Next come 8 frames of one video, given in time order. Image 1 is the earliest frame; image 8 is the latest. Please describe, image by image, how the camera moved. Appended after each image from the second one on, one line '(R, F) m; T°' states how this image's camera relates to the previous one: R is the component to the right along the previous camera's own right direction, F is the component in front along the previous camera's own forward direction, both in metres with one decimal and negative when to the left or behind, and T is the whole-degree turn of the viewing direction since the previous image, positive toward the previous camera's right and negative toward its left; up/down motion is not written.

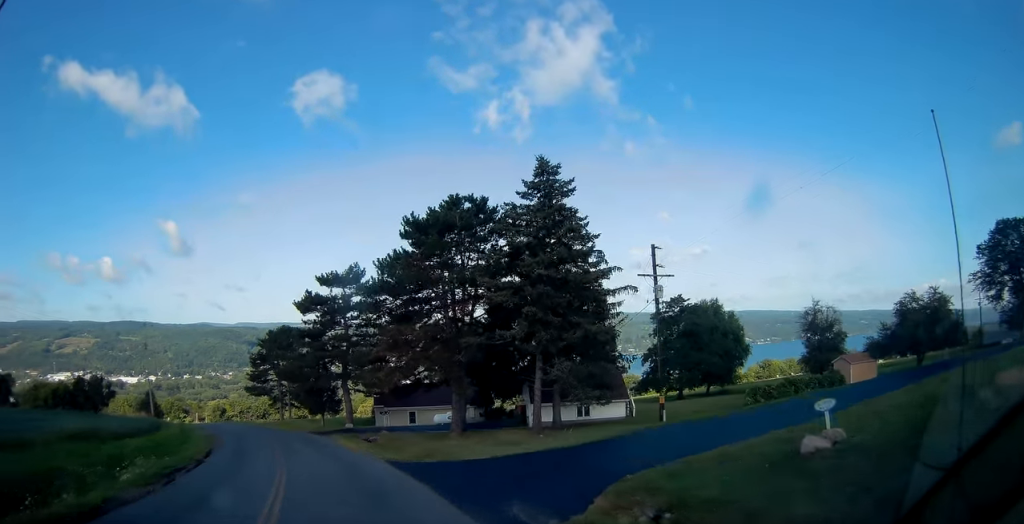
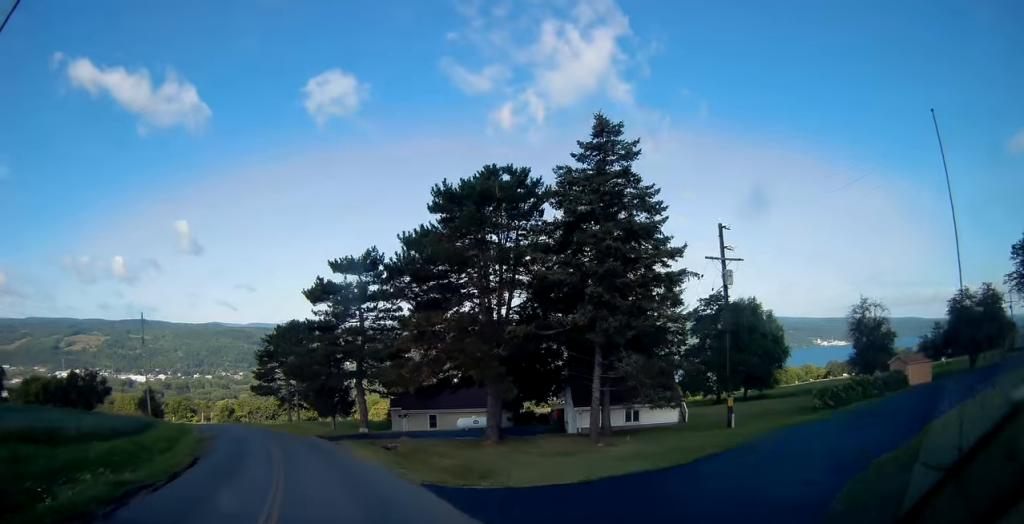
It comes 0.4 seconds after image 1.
(-0.1, +5.1) m; 0°
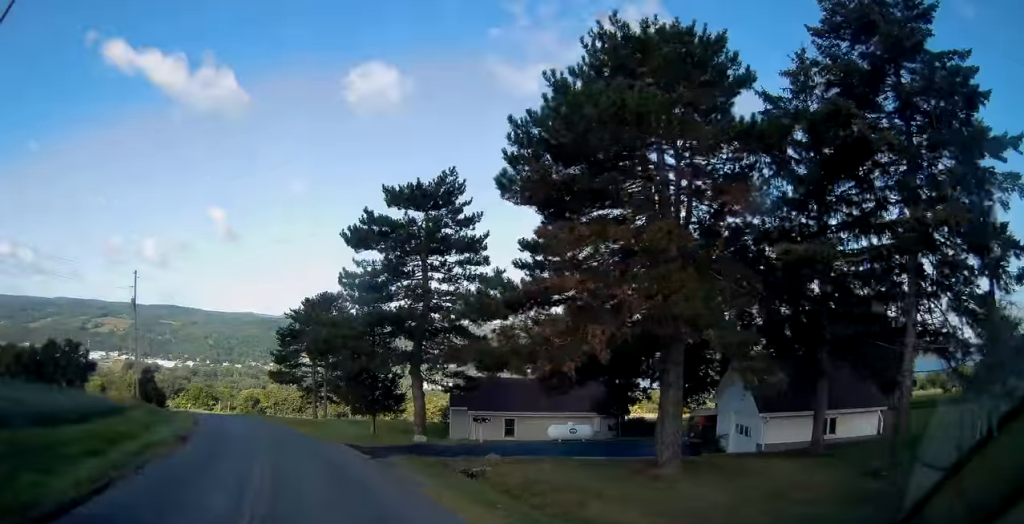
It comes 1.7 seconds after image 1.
(+0.1, +13.9) m; +4°
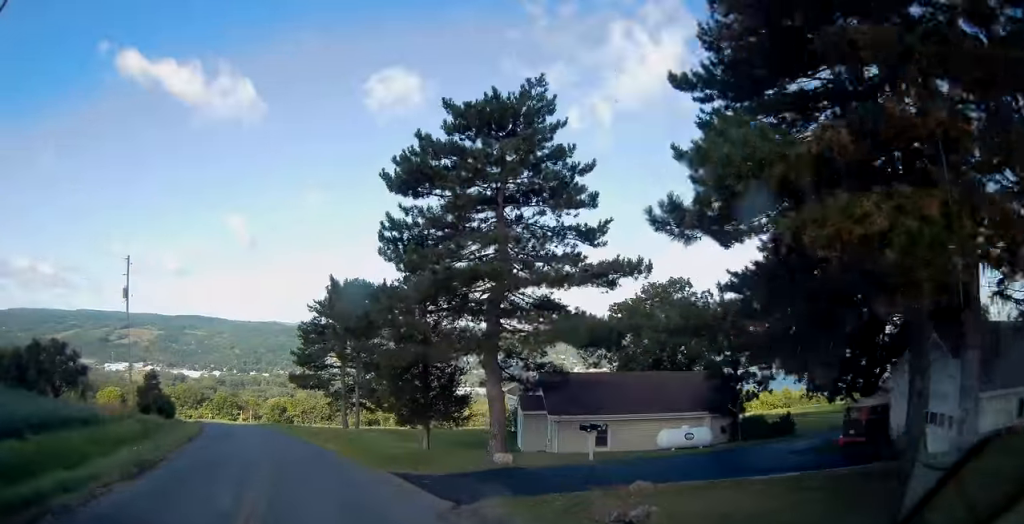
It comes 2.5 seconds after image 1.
(+0.6, +9.6) m; -5°
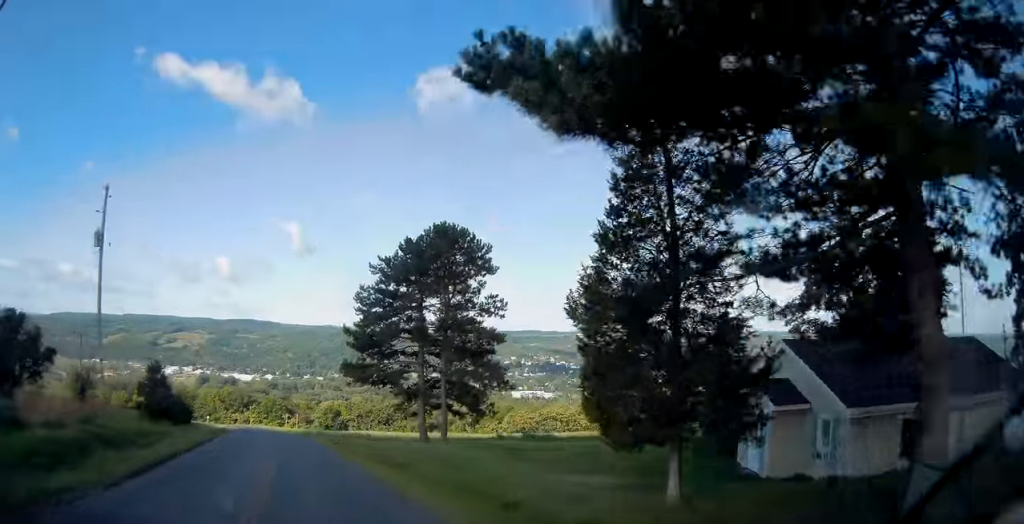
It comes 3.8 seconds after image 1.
(-2.3, +16.2) m; -11°
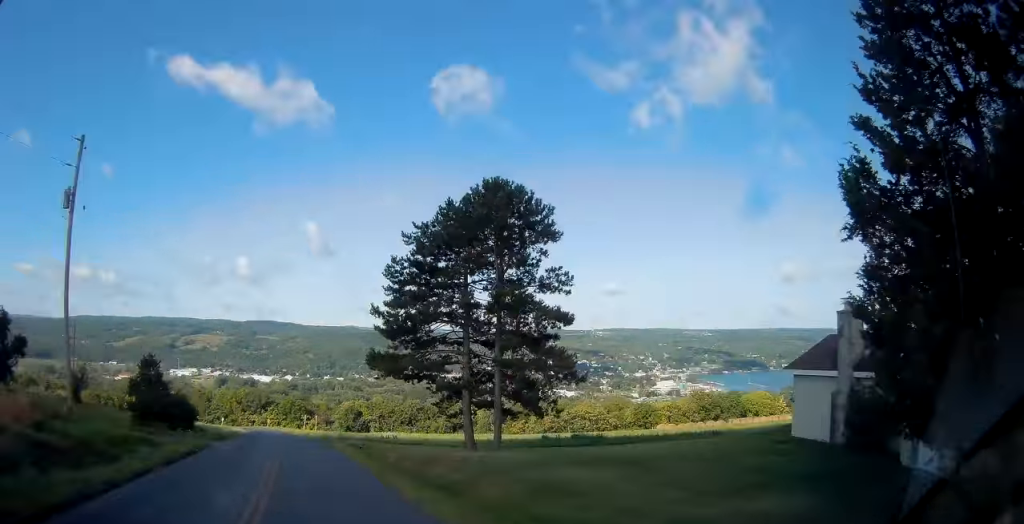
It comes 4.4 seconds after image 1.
(+0.1, +6.7) m; -2°
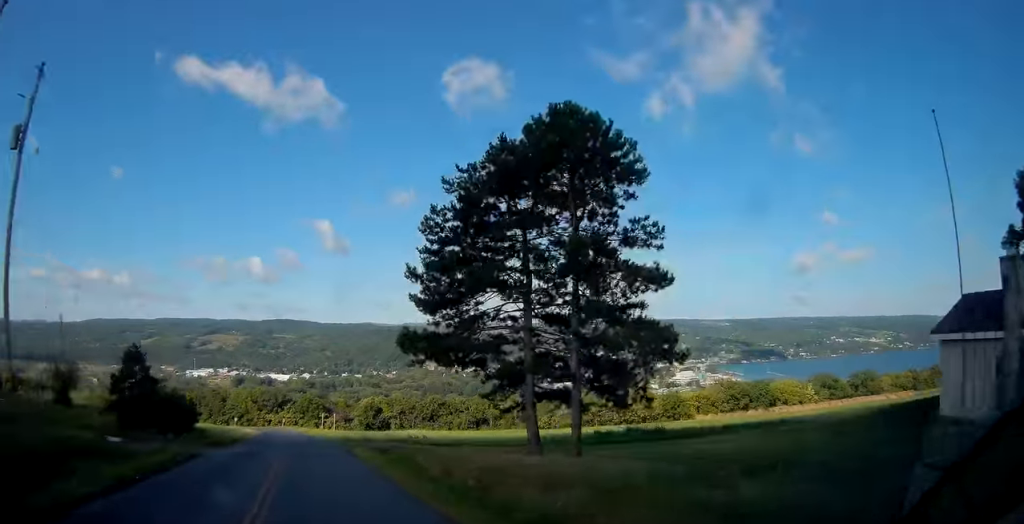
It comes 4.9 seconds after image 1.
(-0.1, +6.6) m; -2°
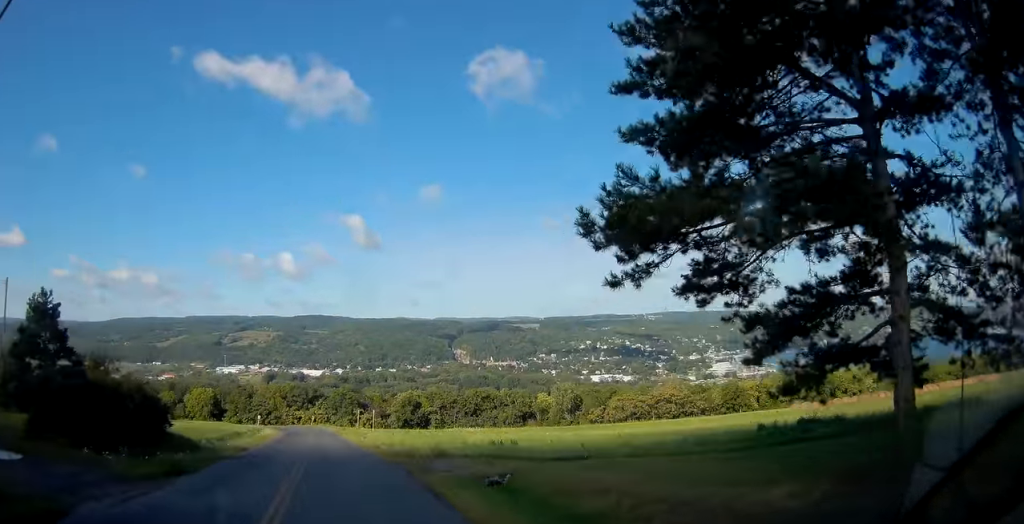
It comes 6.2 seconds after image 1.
(-0.9, +15.3) m; -4°
